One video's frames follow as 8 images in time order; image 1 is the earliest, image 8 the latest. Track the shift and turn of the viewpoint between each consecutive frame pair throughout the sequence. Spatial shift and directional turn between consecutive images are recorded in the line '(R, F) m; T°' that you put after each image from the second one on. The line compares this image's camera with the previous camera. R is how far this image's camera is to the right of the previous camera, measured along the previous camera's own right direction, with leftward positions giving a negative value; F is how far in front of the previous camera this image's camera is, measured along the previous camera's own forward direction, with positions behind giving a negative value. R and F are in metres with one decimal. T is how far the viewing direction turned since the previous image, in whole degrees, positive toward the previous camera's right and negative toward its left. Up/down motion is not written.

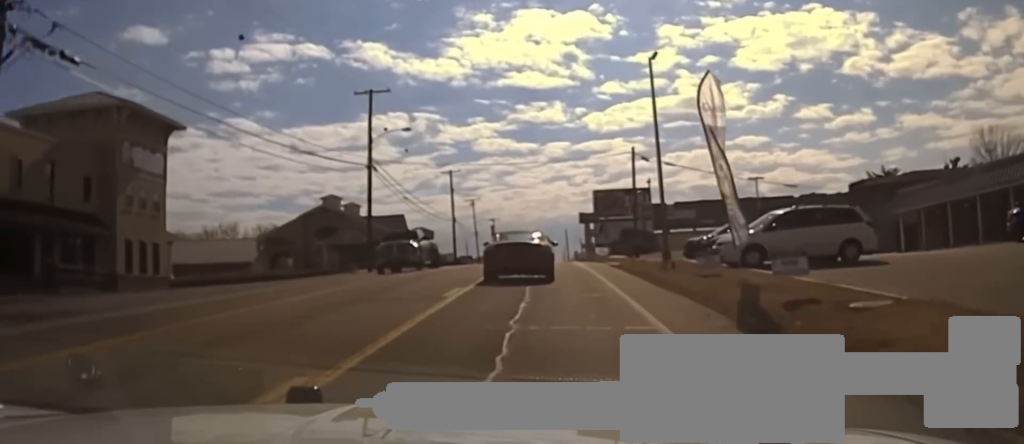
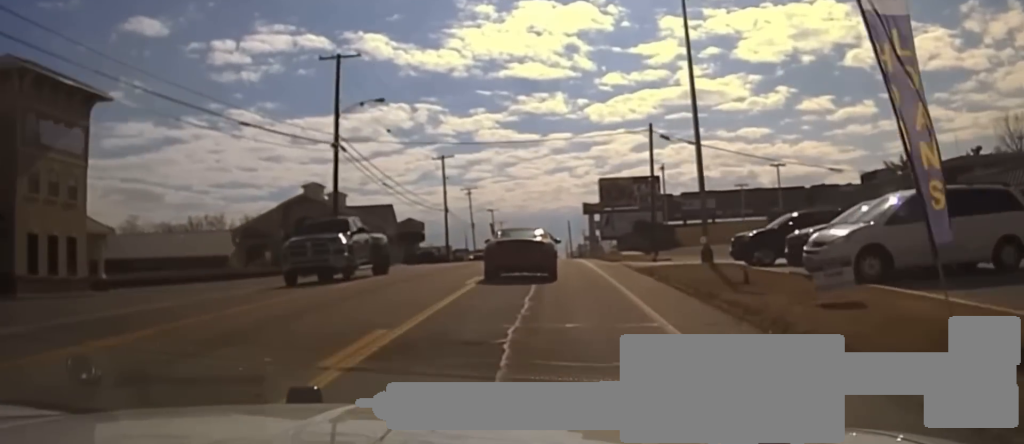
(0.0, +10.4) m; 0°
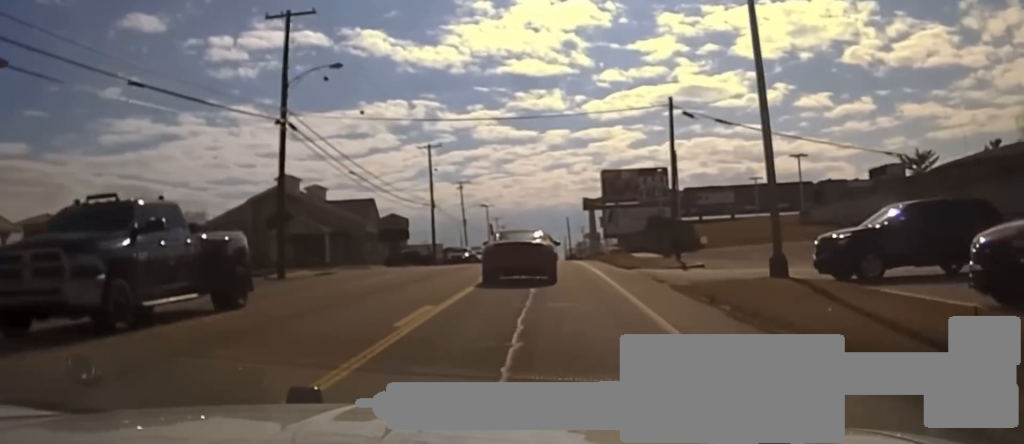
(0.0, +10.2) m; 0°
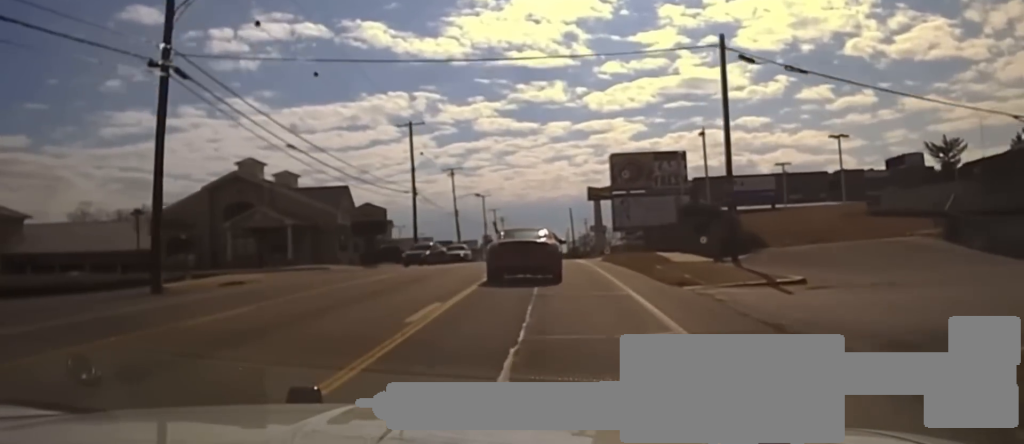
(0.0, +13.5) m; 0°
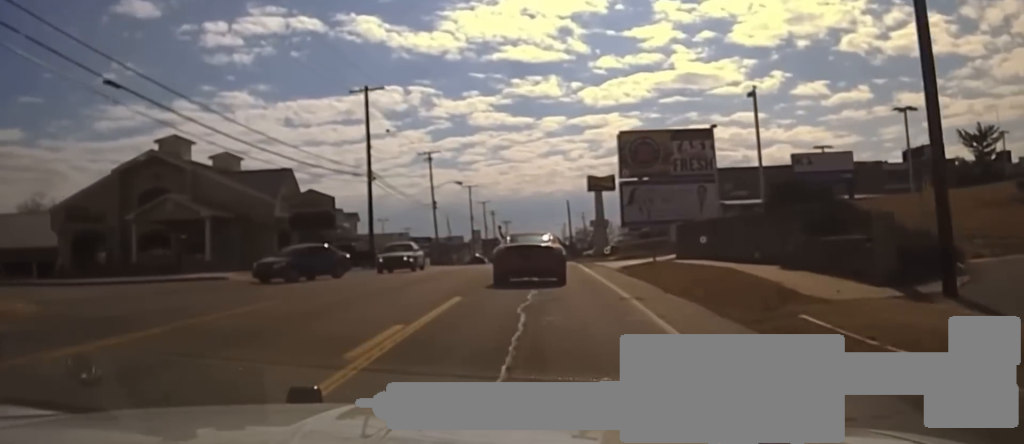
(0.0, +17.5) m; 0°
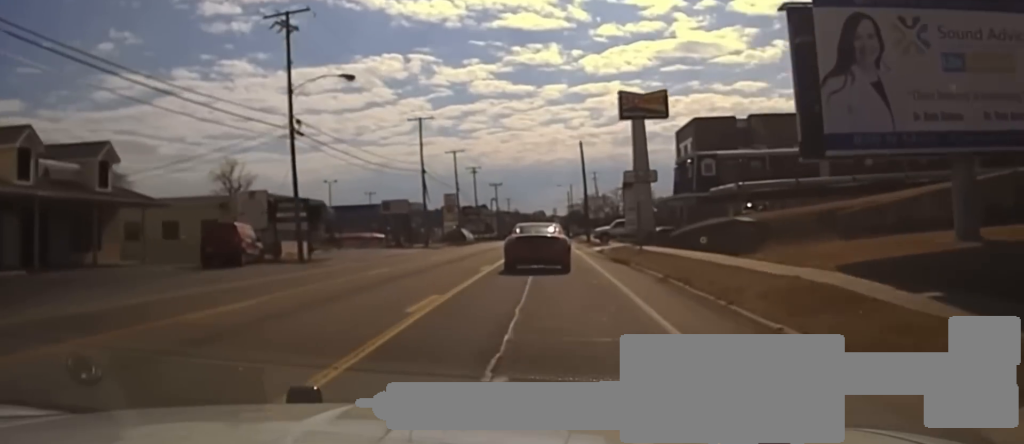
(+0.8, +52.4) m; +1°
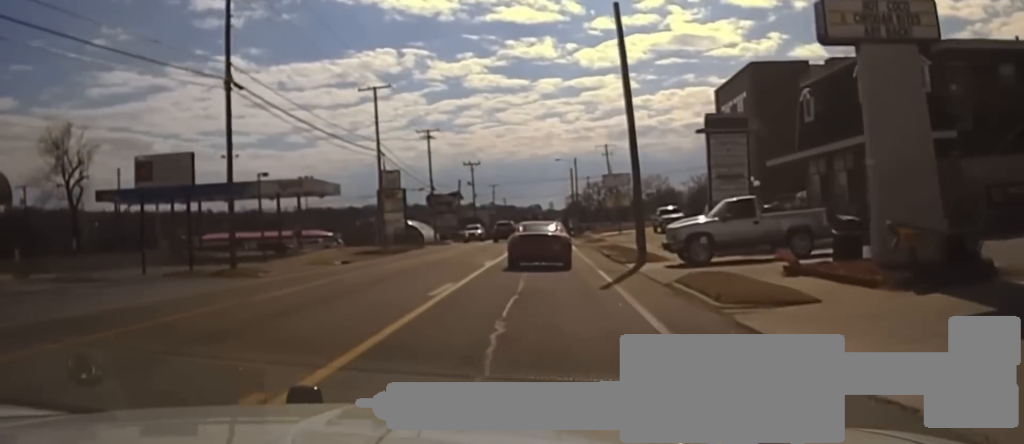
(+0.1, +54.1) m; 0°
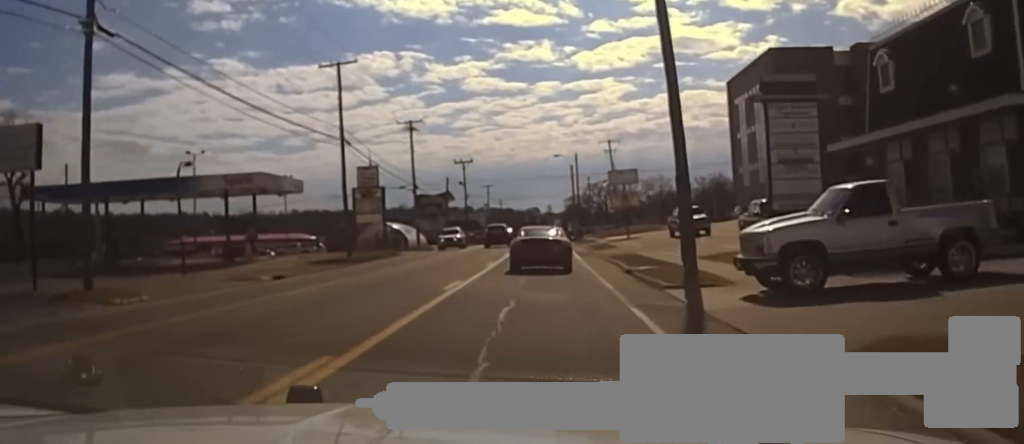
(-0.1, +12.4) m; 0°
